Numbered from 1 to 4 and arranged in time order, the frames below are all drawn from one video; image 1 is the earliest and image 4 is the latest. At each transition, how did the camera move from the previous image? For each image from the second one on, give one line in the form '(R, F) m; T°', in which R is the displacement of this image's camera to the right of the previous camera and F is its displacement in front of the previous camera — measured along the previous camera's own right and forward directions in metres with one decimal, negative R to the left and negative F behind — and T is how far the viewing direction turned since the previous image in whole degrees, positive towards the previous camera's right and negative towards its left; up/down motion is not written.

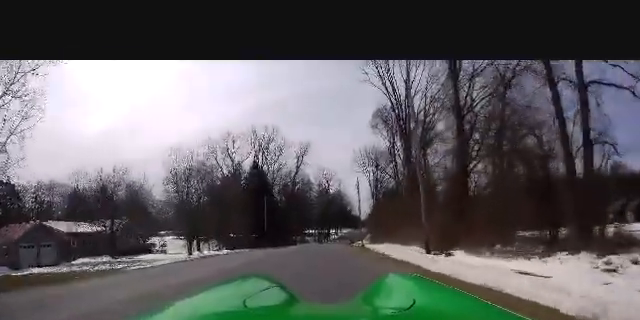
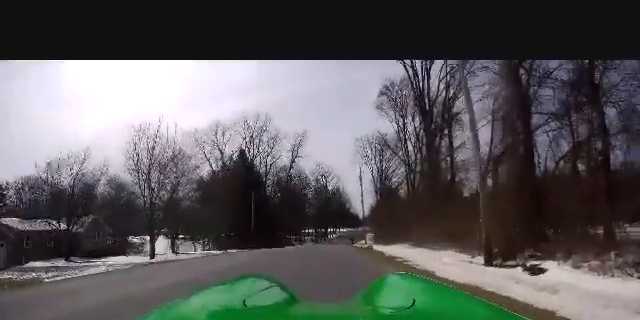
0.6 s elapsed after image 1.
(0.0, +7.7) m; 0°
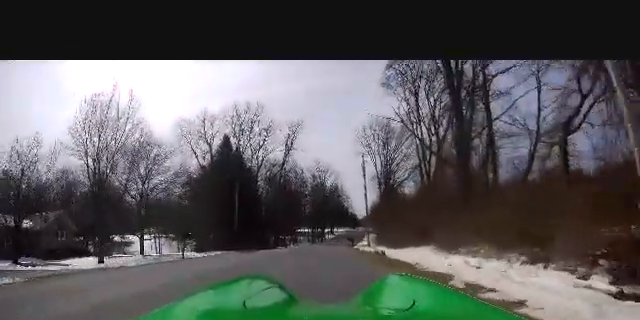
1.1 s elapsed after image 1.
(+0.1, +6.8) m; -1°
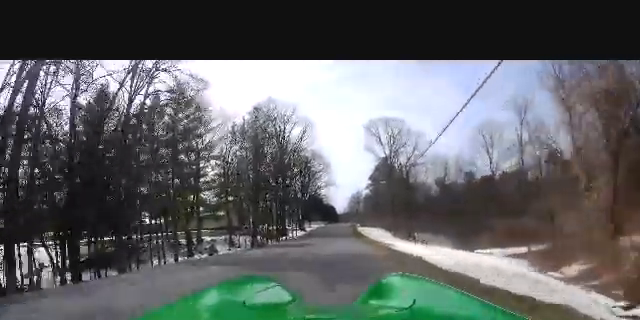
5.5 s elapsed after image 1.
(+1.9, +52.0) m; +5°
